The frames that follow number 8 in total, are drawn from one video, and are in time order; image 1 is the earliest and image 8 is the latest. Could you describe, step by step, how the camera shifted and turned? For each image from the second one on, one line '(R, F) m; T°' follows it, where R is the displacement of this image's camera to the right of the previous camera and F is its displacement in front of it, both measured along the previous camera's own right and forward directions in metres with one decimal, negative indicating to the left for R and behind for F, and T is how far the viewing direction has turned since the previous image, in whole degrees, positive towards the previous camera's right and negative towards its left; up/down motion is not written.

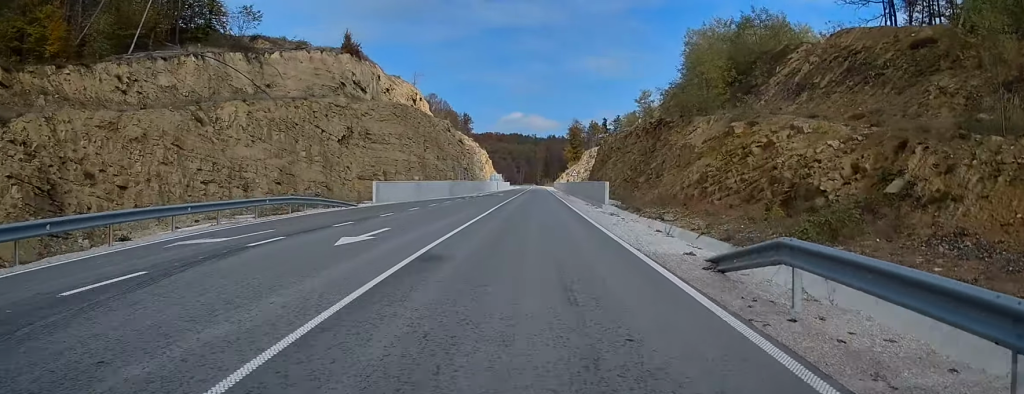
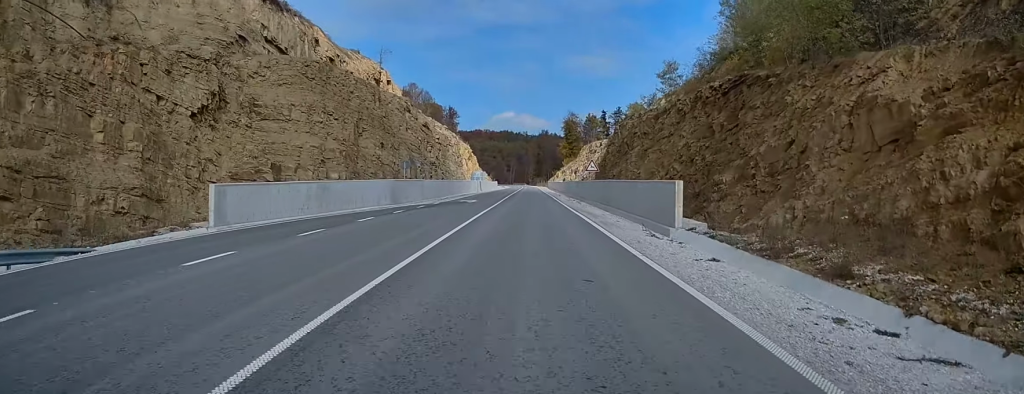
(+0.7, +26.4) m; +2°
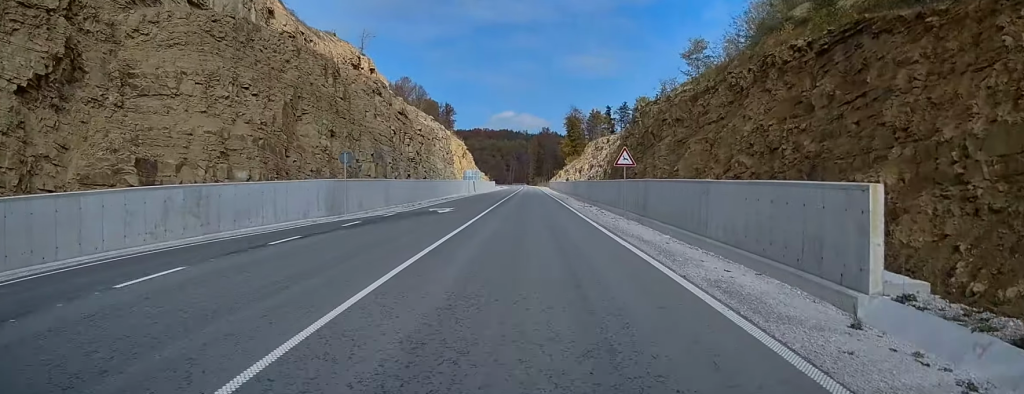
(0.0, +14.4) m; 0°
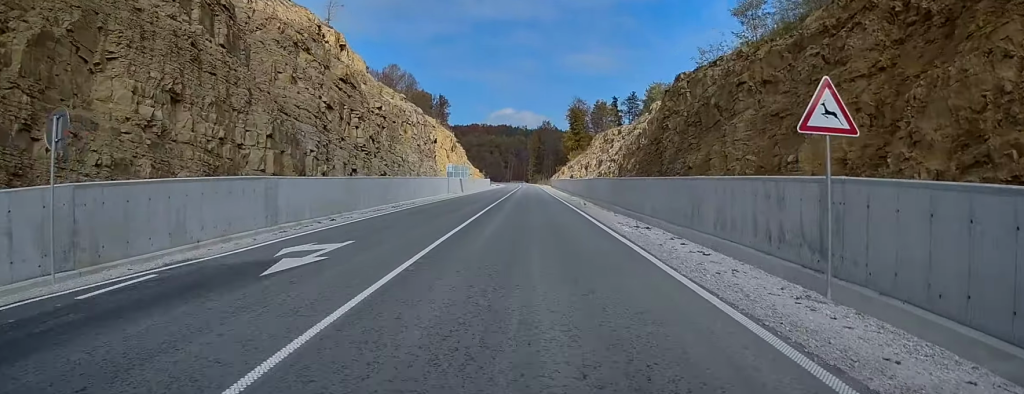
(0.0, +18.9) m; 0°
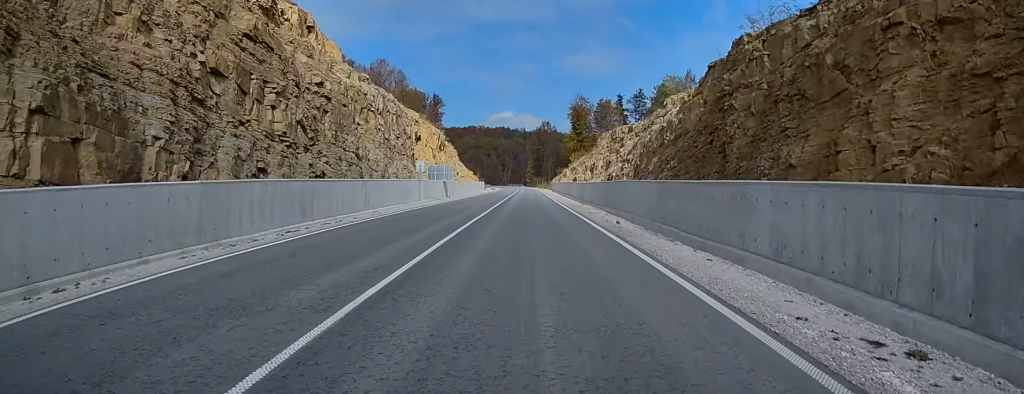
(0.0, +15.1) m; 0°
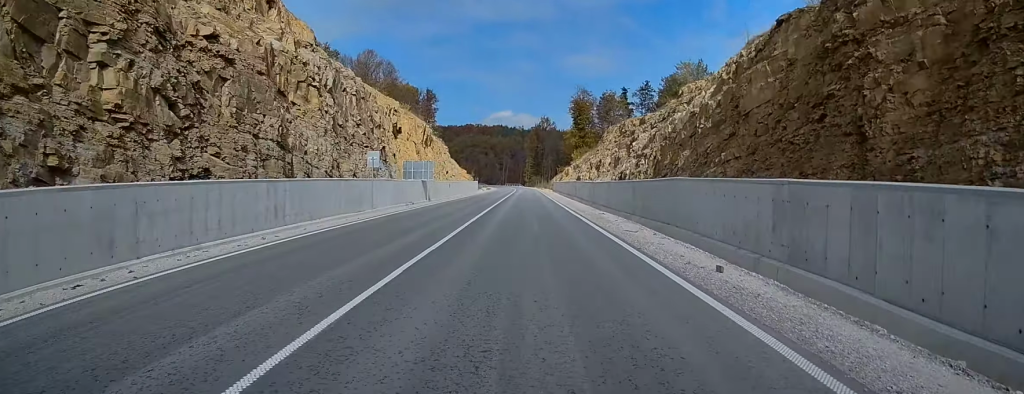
(-0.1, +13.0) m; 0°
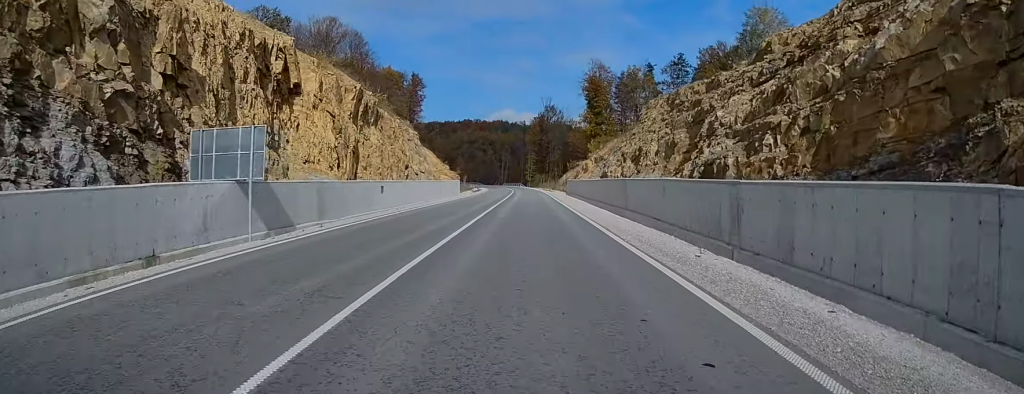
(-0.1, +37.0) m; 0°
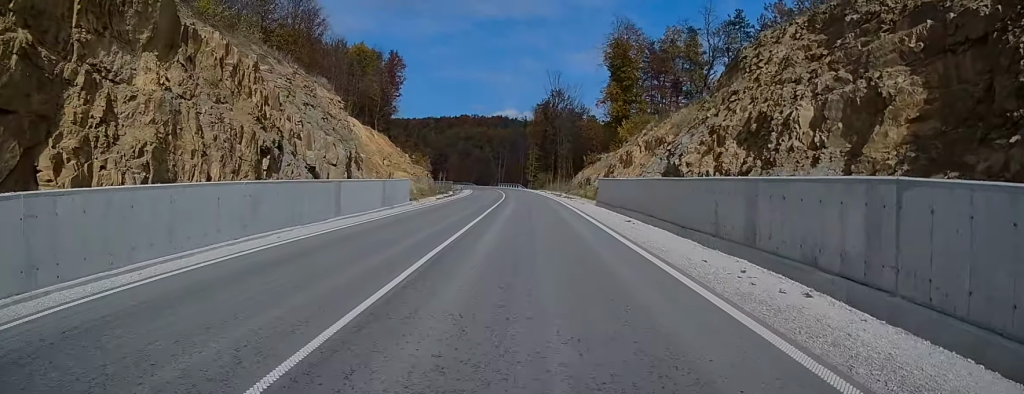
(0.0, +38.5) m; 0°
